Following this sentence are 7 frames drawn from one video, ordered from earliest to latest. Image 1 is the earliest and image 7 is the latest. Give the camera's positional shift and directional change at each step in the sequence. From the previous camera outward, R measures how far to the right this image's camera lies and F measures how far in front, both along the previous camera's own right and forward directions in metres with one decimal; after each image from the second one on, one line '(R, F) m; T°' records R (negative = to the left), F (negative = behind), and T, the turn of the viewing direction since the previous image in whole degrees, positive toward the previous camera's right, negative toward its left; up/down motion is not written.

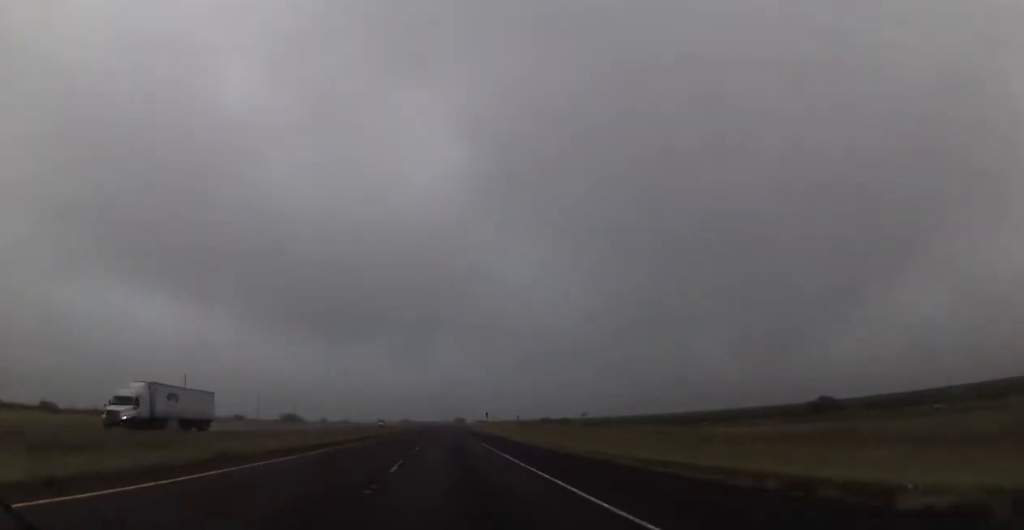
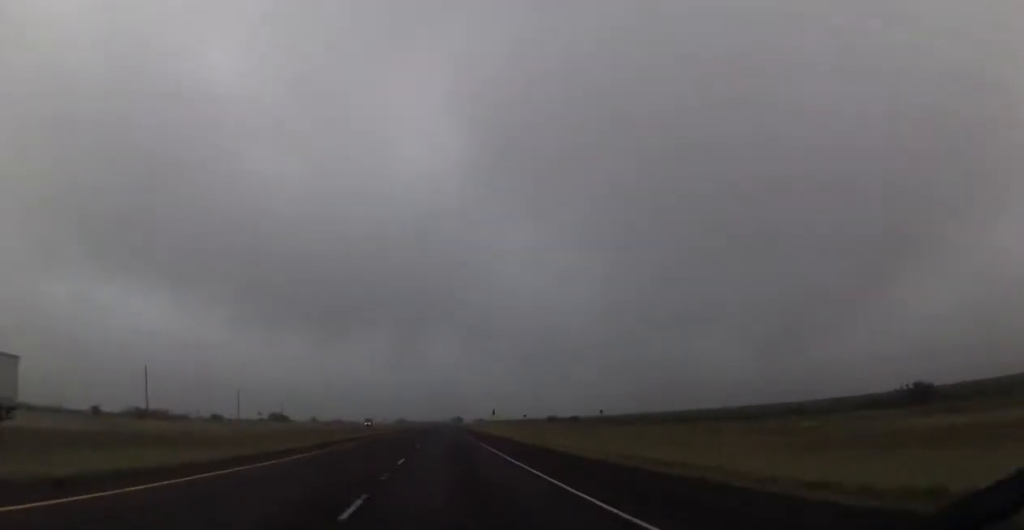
(-0.1, +20.6) m; 0°
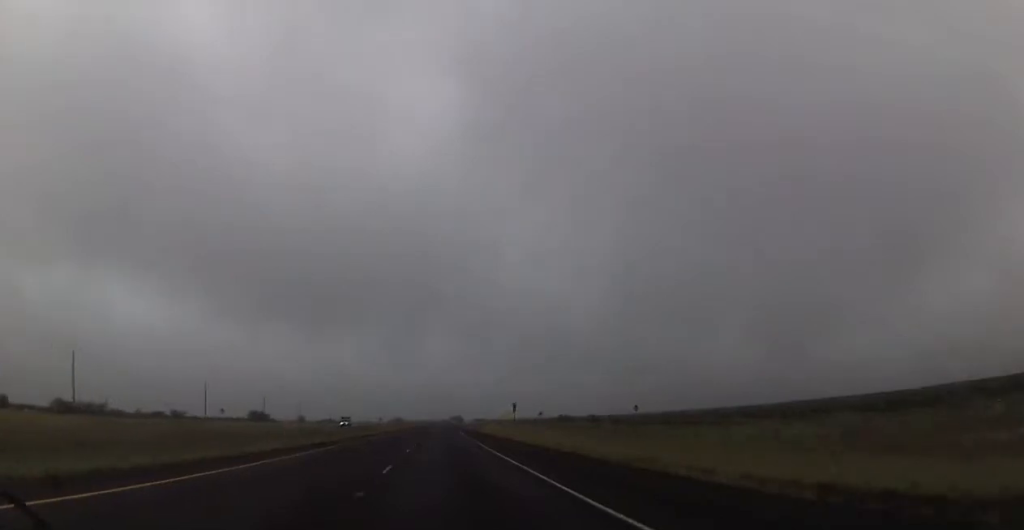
(+0.2, +29.1) m; +1°
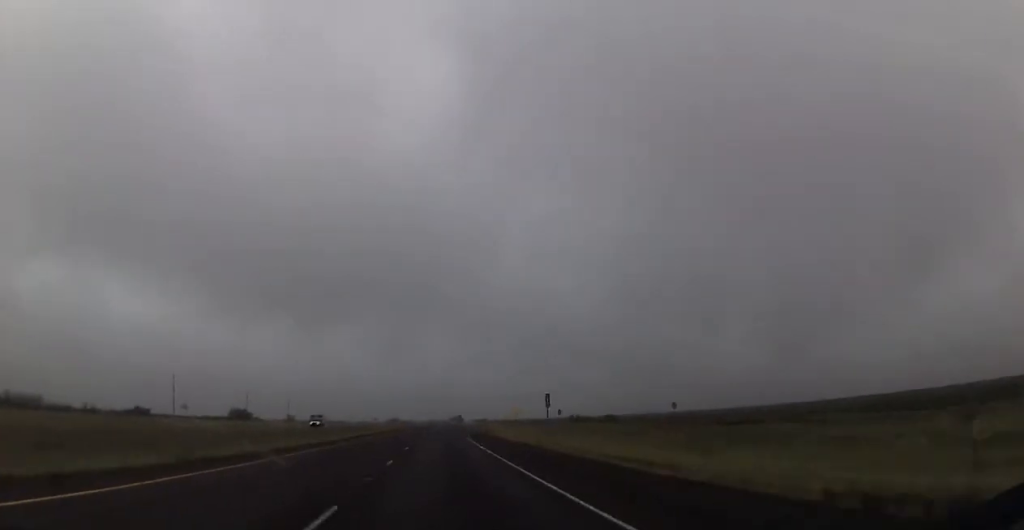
(+0.2, +21.8) m; 0°
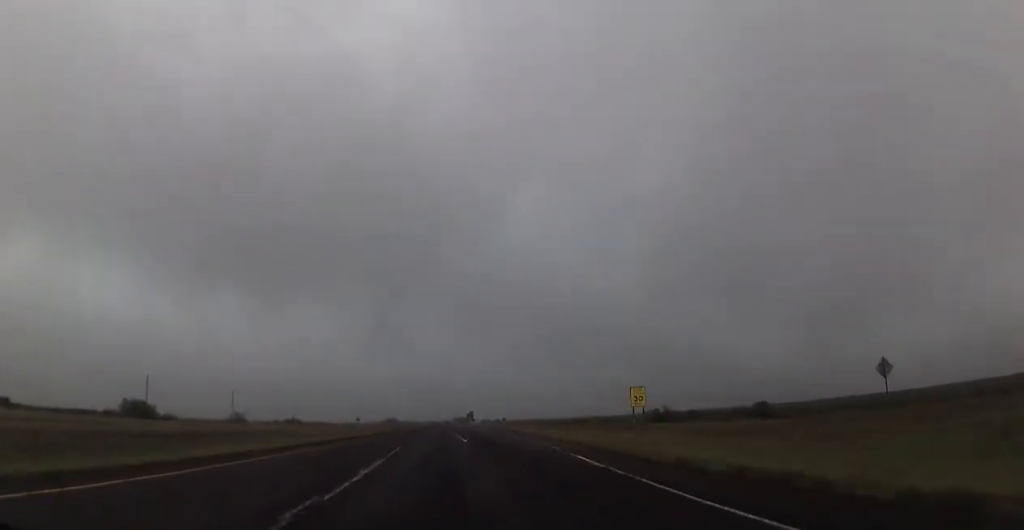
(-0.2, +83.5) m; 0°
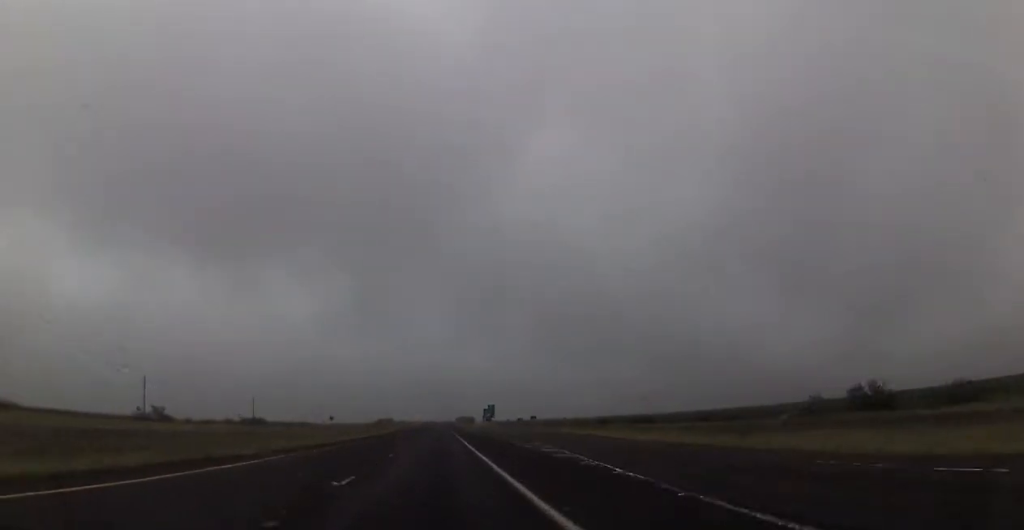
(-0.6, +68.9) m; 0°
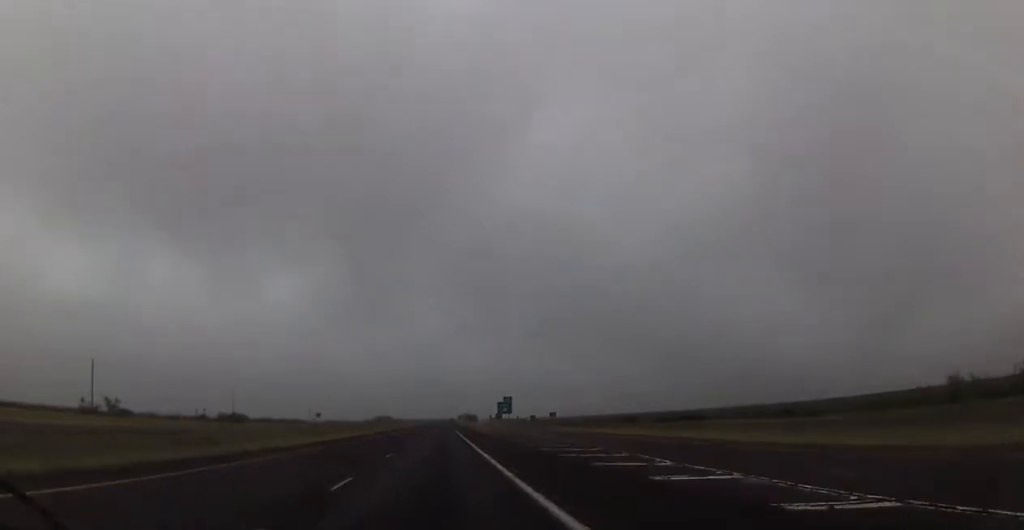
(+0.2, +25.4) m; 0°
